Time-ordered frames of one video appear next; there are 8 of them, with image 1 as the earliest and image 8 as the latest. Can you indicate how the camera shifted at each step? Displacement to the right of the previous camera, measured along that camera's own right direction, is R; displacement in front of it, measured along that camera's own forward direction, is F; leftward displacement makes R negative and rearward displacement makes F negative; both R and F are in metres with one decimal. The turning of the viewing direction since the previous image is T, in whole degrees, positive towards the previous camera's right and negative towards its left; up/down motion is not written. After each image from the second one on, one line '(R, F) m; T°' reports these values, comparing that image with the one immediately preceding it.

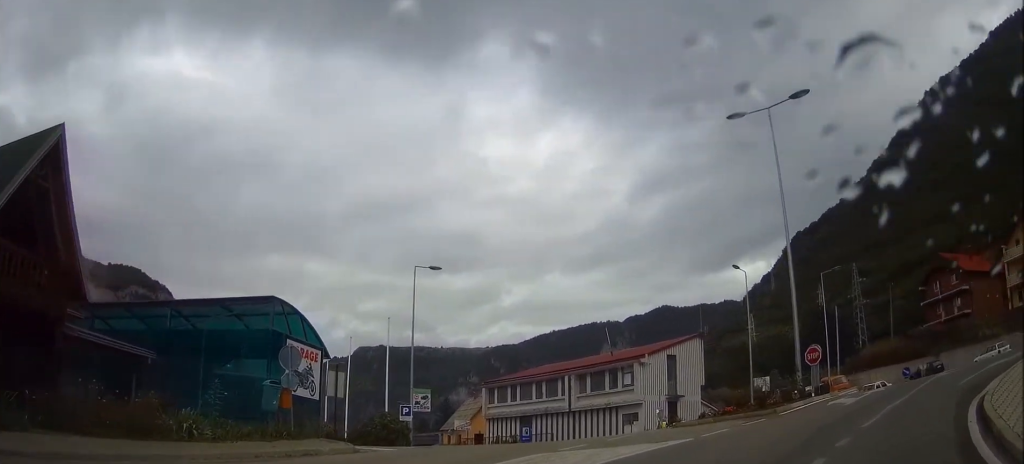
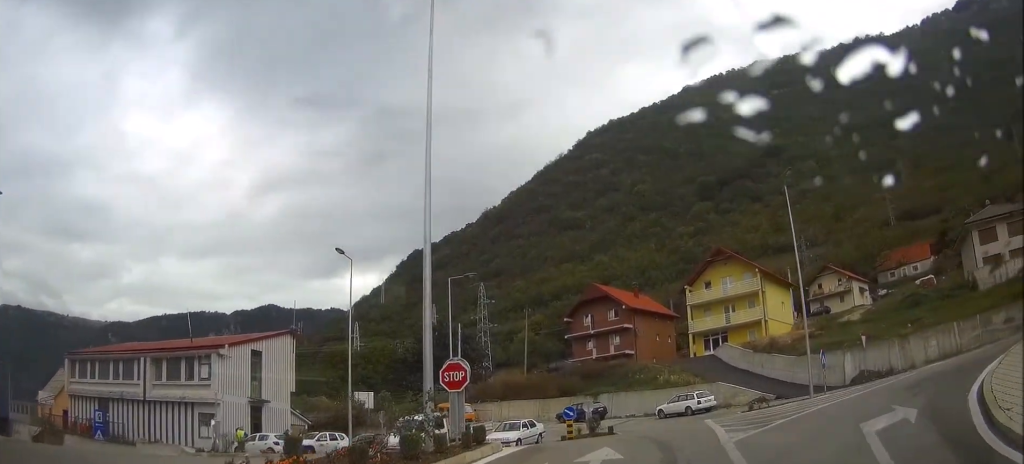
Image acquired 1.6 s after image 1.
(+2.4, +8.0) m; +23°
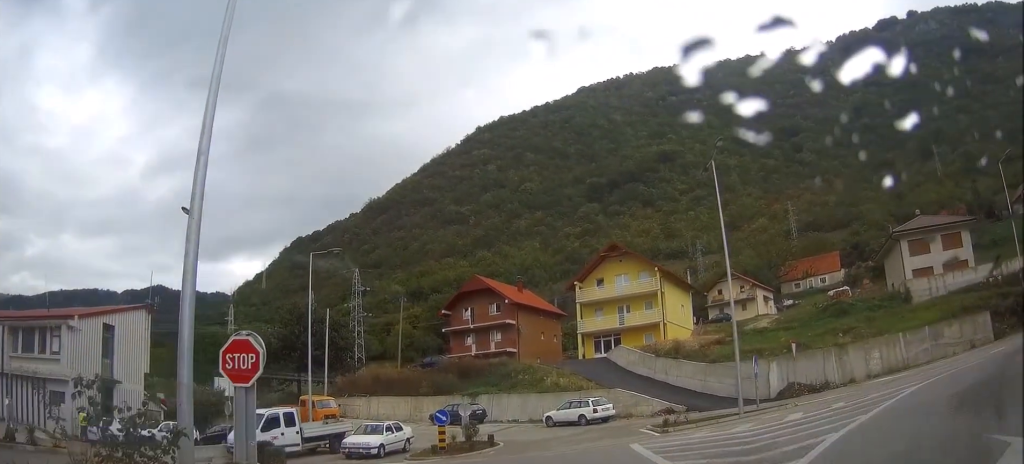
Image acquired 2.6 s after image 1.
(+0.3, +5.4) m; +8°
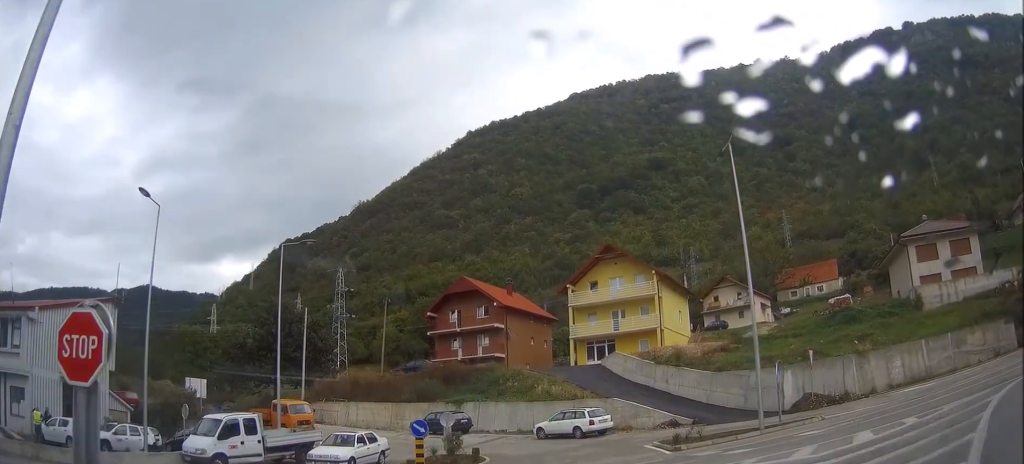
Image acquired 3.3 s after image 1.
(+0.1, +3.5) m; +5°
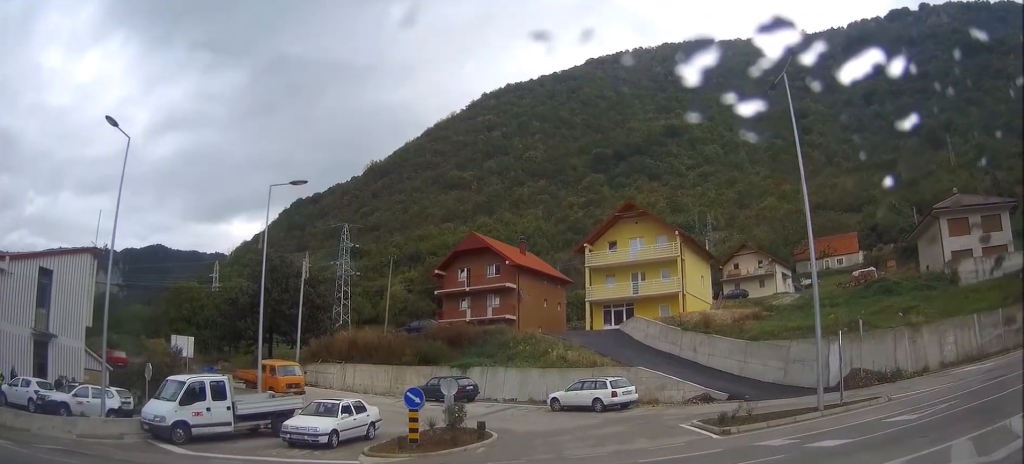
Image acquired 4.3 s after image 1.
(+0.3, +4.0) m; +2°
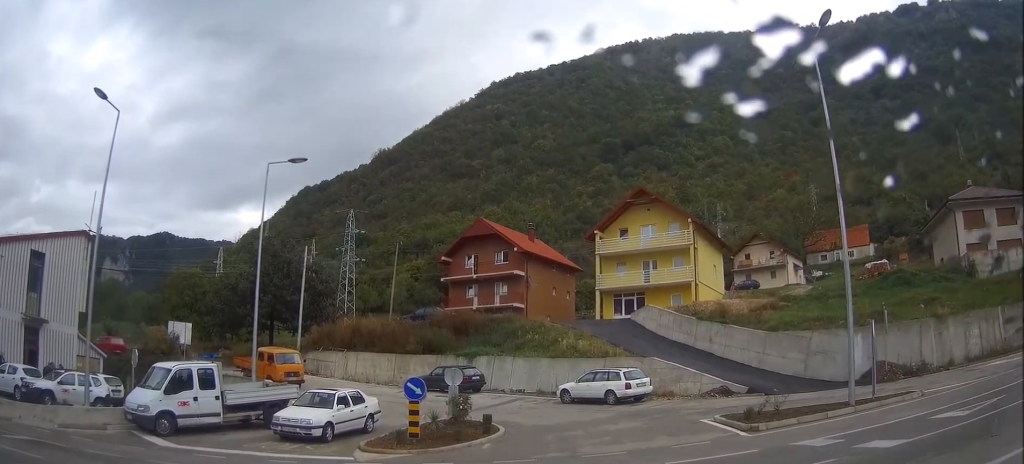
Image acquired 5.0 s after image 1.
(-0.1, +1.7) m; -3°
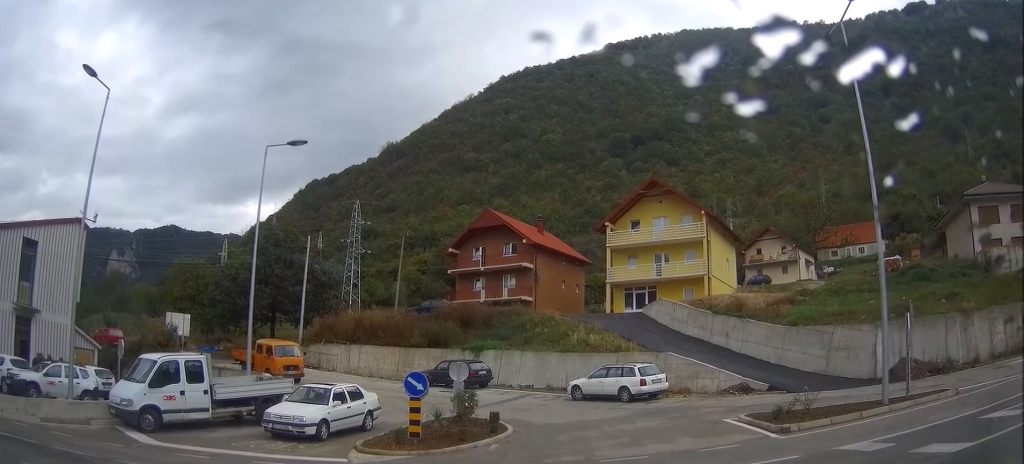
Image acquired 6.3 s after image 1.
(0.0, +1.6) m; 0°
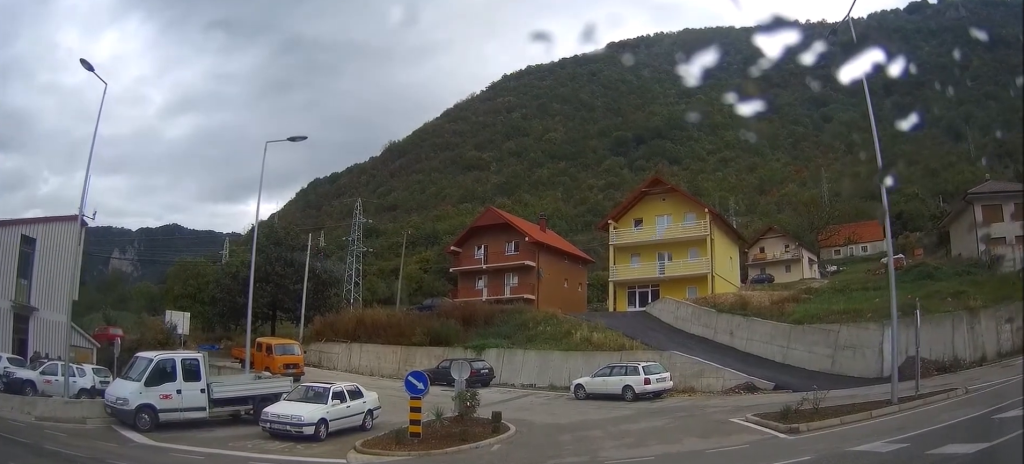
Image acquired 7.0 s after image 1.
(0.0, +0.5) m; 0°
